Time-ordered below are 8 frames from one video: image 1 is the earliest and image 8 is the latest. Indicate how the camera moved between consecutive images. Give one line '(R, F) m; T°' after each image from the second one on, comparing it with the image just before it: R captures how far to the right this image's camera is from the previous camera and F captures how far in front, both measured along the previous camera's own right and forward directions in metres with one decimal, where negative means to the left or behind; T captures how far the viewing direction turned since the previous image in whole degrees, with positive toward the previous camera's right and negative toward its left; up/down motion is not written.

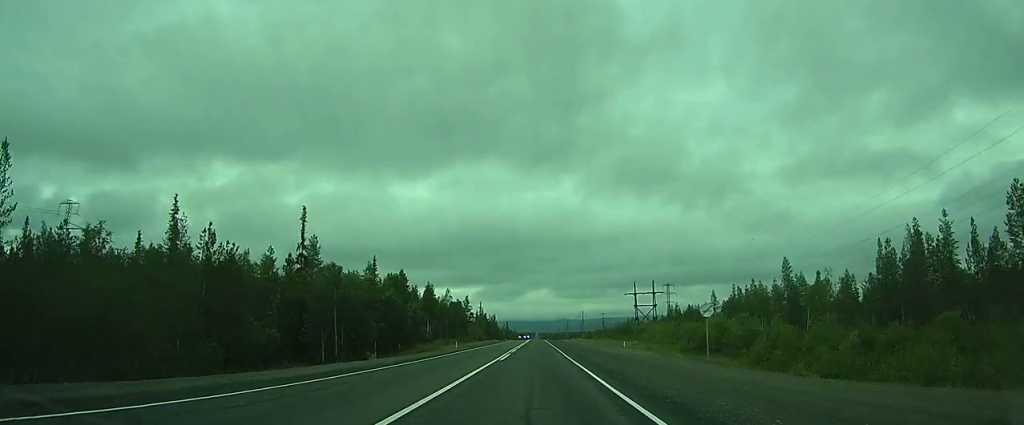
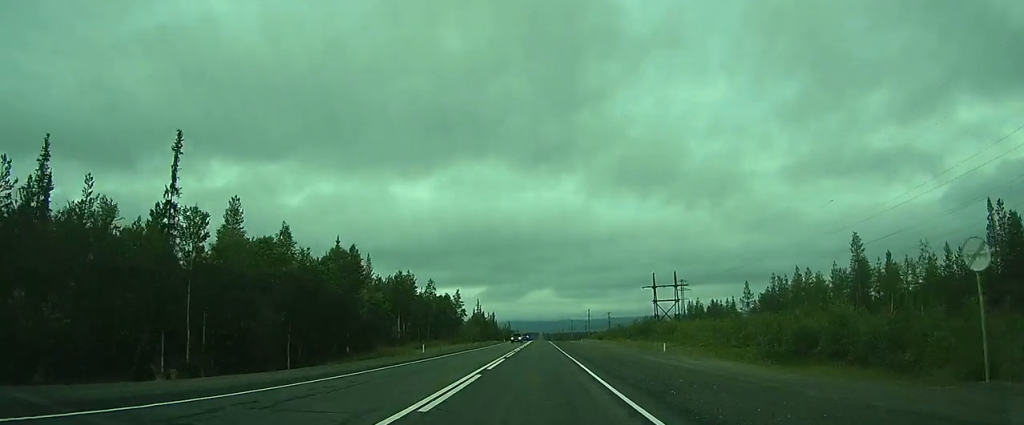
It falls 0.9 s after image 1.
(+0.1, +17.7) m; 0°
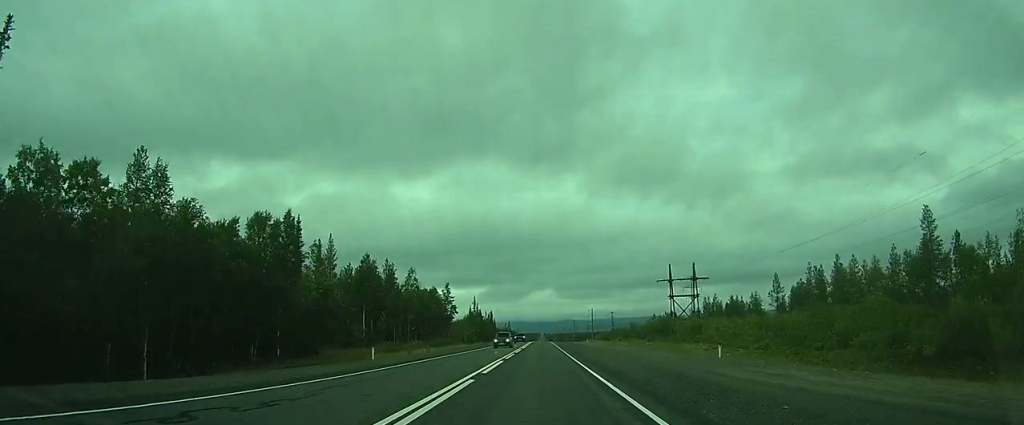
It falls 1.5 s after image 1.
(0.0, +13.0) m; 0°
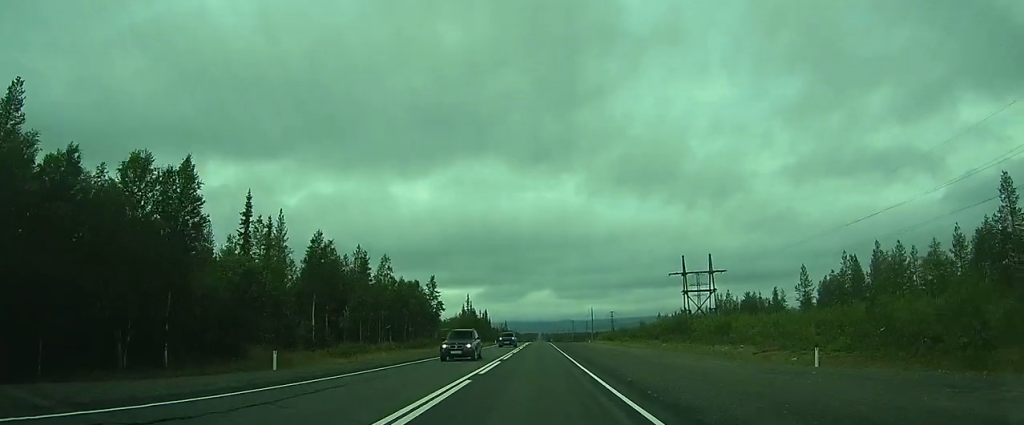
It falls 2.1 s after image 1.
(0.0, +12.0) m; 0°
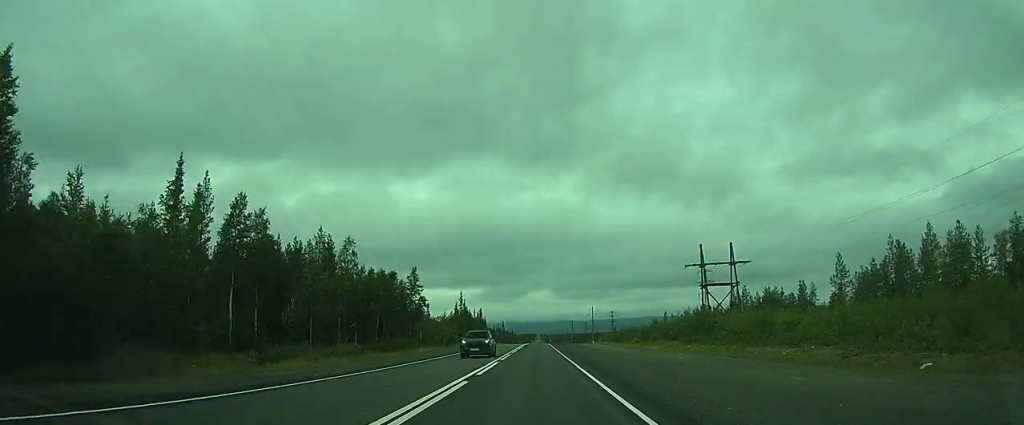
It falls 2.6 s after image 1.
(0.0, +12.5) m; 0°
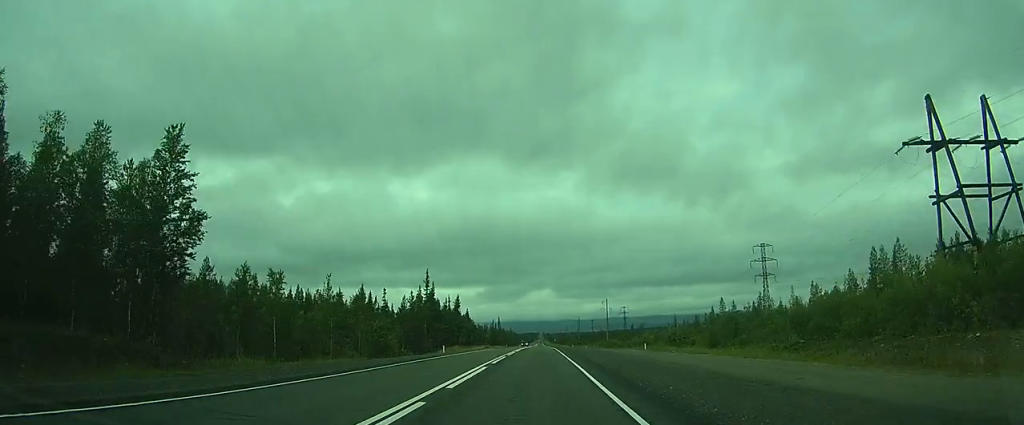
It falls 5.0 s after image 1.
(0.0, +62.4) m; +1°
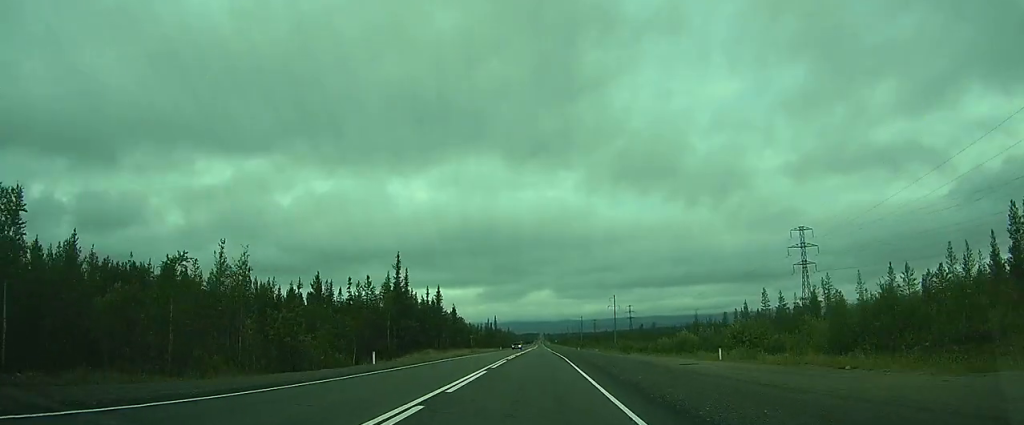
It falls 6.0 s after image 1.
(+0.2, +26.3) m; +1°
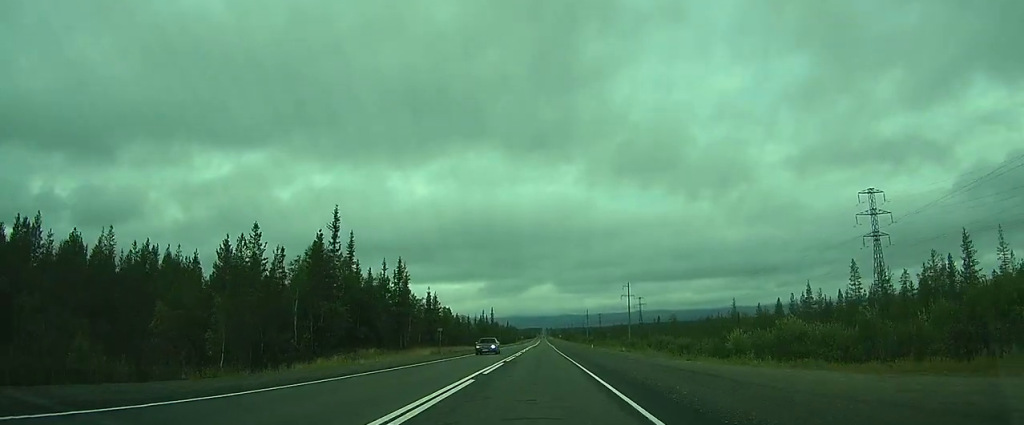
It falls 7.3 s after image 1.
(+0.1, +30.2) m; 0°
